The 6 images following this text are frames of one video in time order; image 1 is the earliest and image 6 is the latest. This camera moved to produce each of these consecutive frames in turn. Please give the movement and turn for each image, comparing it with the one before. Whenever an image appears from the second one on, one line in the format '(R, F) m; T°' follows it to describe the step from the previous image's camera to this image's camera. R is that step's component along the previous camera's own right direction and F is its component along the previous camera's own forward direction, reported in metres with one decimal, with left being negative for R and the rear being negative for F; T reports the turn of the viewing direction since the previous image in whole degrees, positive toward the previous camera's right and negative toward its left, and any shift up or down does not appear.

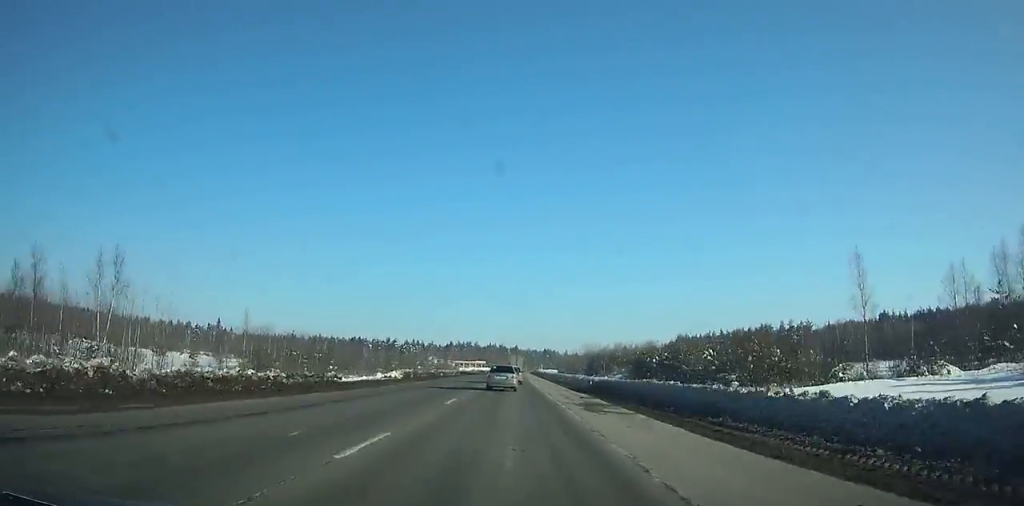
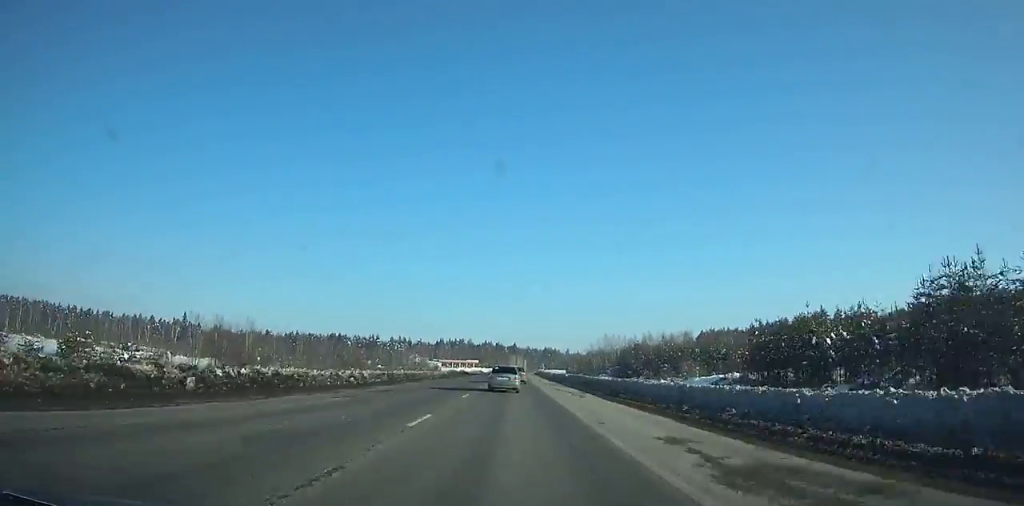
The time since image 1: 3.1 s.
(+0.2, +68.3) m; 0°
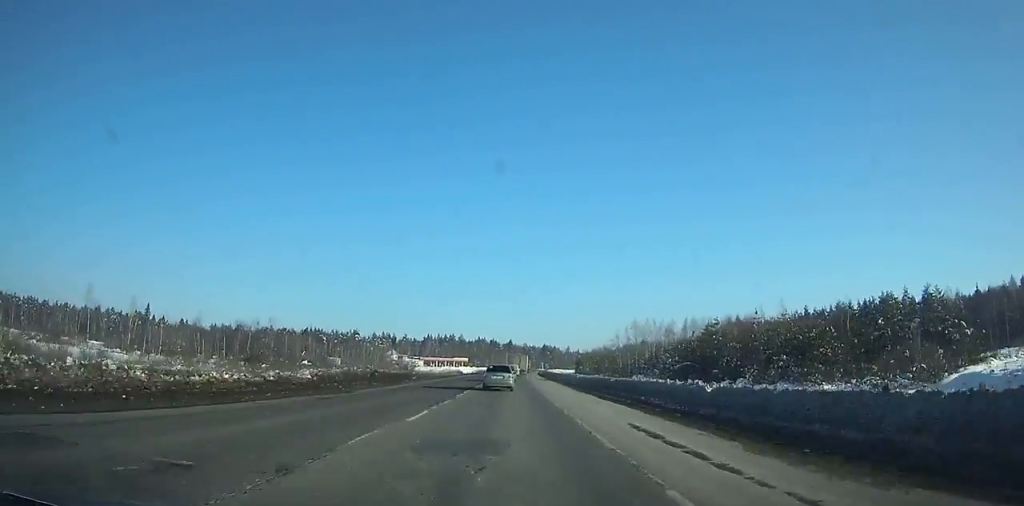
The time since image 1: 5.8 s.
(0.0, +60.3) m; 0°
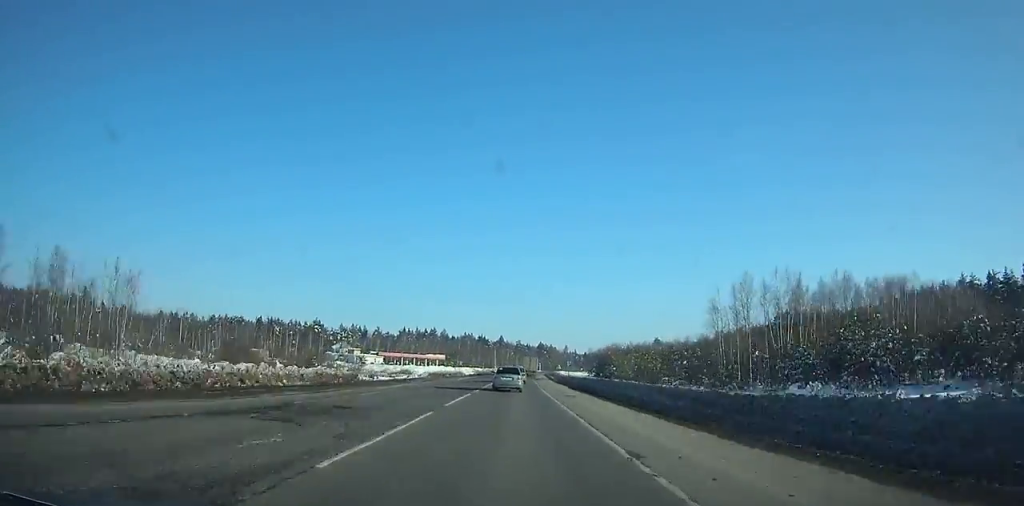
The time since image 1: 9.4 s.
(+0.4, +82.5) m; +1°
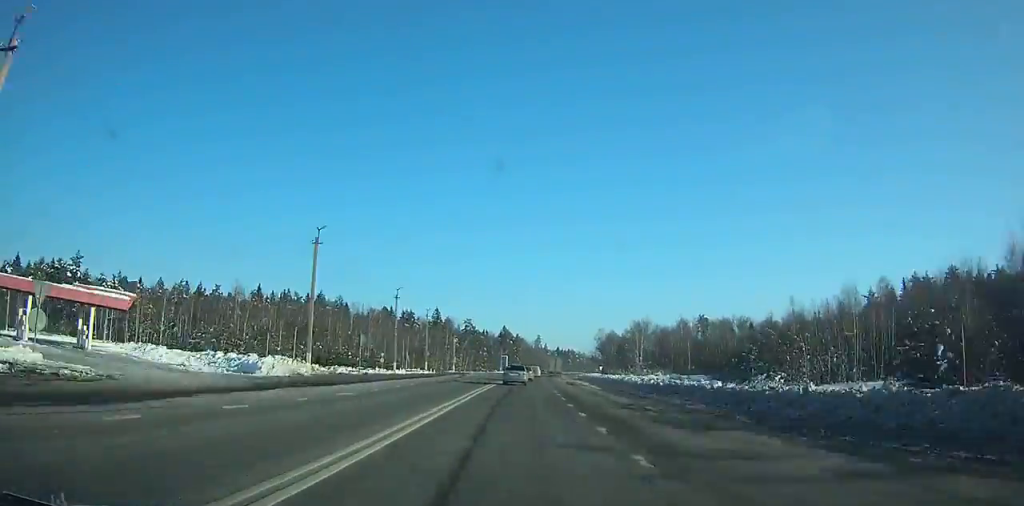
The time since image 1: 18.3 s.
(+7.3, +213.0) m; +5°
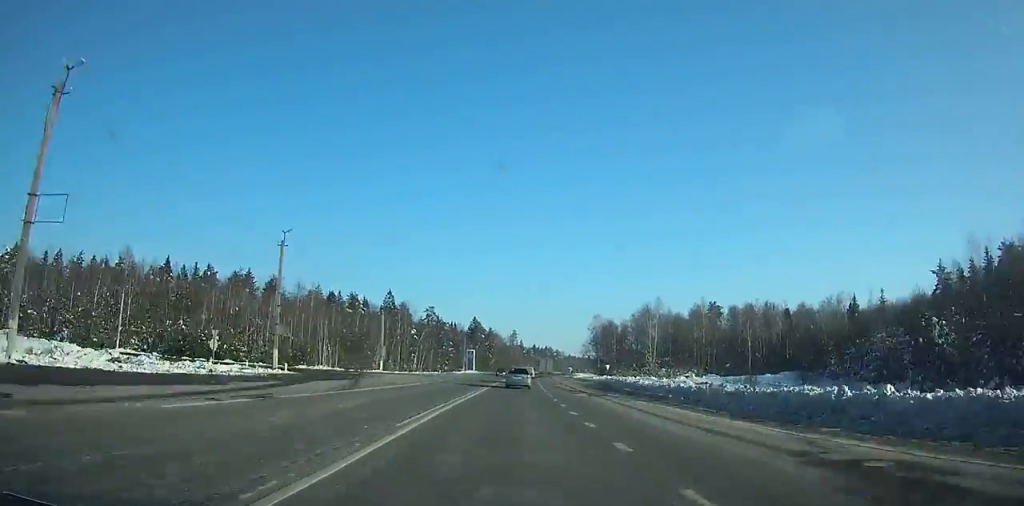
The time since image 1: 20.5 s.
(+1.2, +50.1) m; +2°
